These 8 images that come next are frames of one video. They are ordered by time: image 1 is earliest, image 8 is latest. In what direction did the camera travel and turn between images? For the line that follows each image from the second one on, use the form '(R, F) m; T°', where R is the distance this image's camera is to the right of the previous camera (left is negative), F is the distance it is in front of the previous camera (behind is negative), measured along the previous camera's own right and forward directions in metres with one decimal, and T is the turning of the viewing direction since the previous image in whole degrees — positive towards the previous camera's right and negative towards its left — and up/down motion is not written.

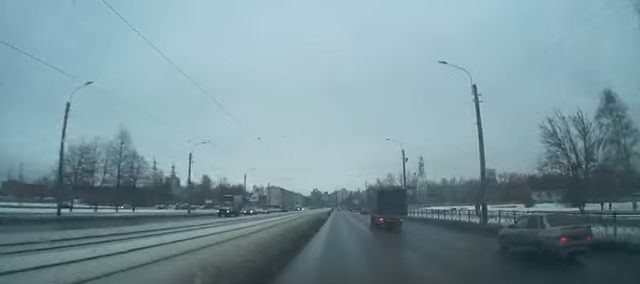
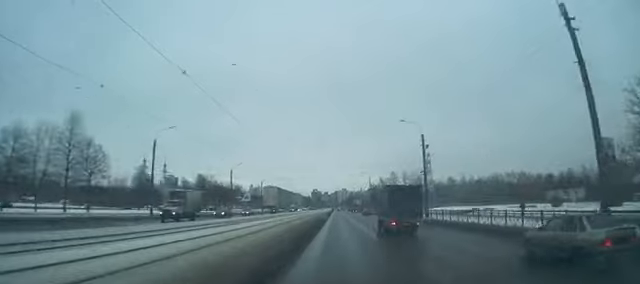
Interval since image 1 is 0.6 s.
(0.0, +11.5) m; 0°
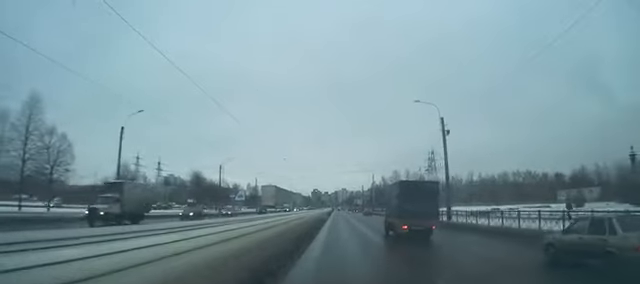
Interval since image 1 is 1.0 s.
(0.0, +7.5) m; 0°
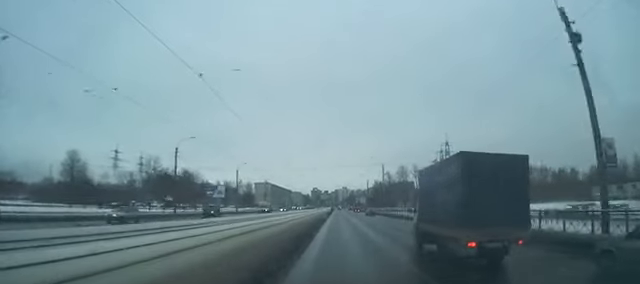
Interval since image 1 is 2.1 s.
(0.0, +19.9) m; 0°
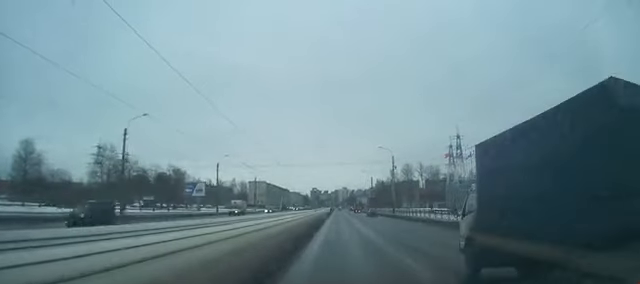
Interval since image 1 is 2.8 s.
(0.0, +12.9) m; 0°
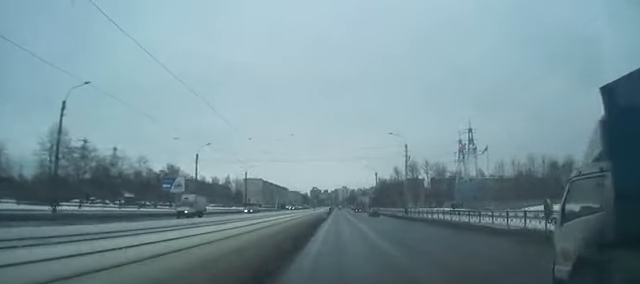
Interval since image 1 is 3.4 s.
(0.0, +10.6) m; 0°
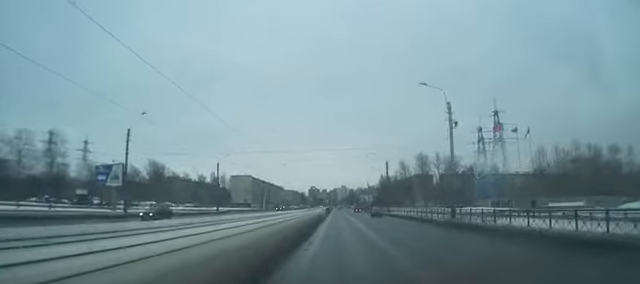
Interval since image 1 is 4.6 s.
(0.0, +19.9) m; 0°
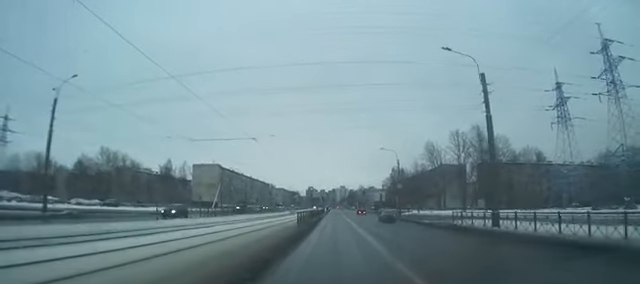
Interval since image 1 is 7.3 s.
(+0.1, +44.5) m; 0°
